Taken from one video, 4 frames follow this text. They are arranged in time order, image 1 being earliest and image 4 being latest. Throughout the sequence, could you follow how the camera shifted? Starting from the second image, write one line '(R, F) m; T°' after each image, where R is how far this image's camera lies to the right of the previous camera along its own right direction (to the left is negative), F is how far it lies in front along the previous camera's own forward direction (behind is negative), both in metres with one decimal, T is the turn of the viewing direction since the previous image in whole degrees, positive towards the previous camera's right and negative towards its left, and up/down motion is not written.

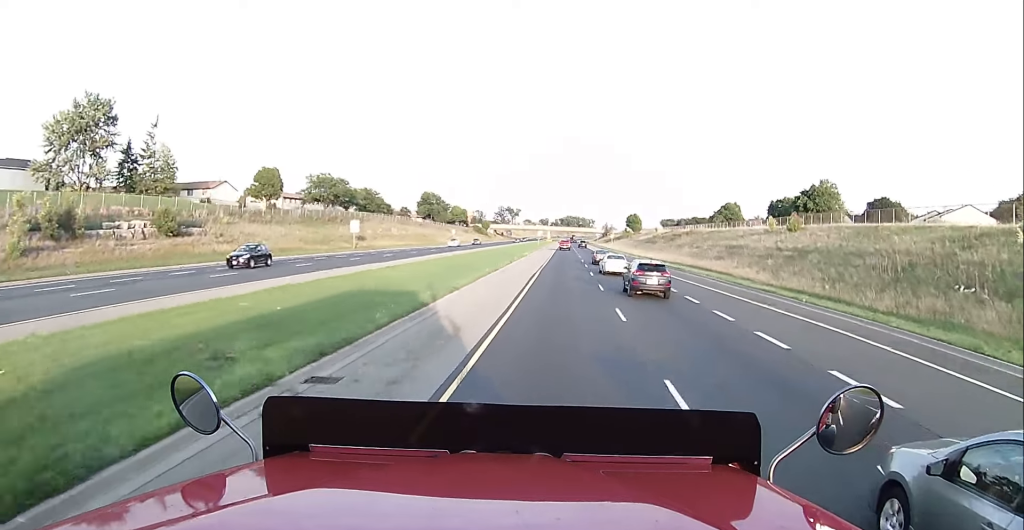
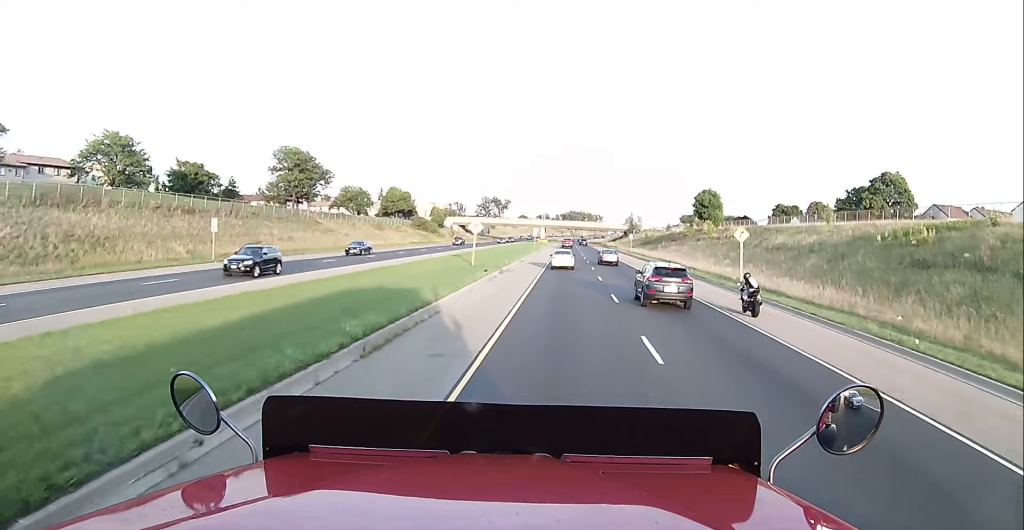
(-0.7, +115.4) m; -1°
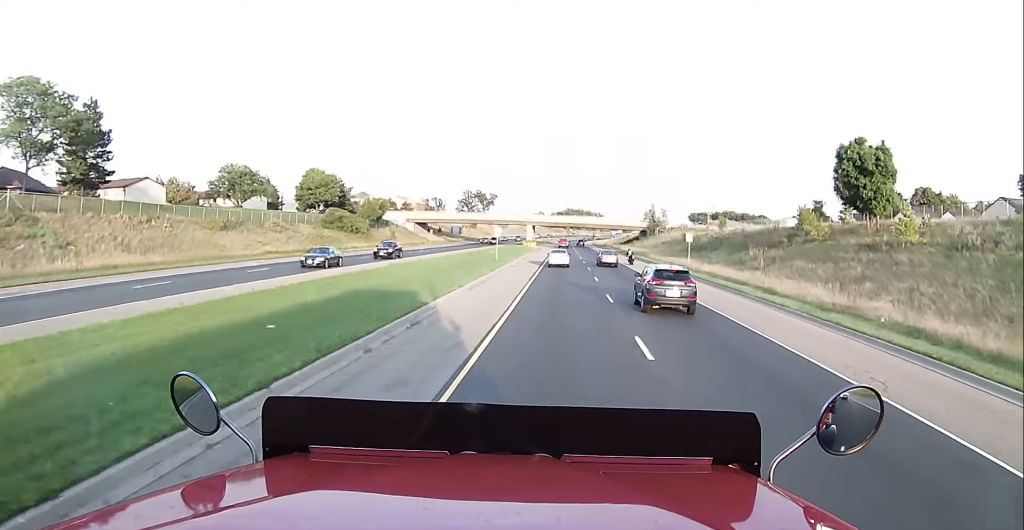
(+0.7, +60.0) m; +1°
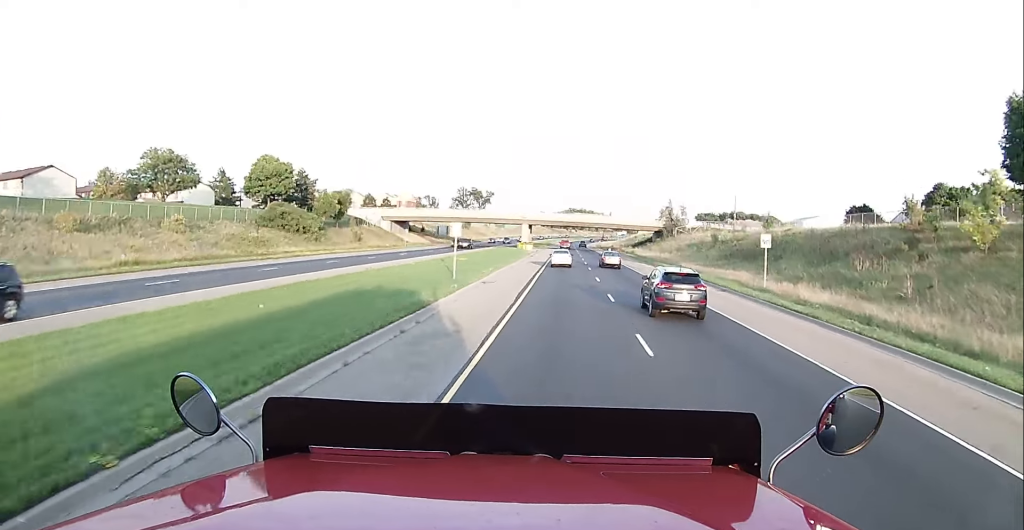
(0.0, +23.3) m; 0°
